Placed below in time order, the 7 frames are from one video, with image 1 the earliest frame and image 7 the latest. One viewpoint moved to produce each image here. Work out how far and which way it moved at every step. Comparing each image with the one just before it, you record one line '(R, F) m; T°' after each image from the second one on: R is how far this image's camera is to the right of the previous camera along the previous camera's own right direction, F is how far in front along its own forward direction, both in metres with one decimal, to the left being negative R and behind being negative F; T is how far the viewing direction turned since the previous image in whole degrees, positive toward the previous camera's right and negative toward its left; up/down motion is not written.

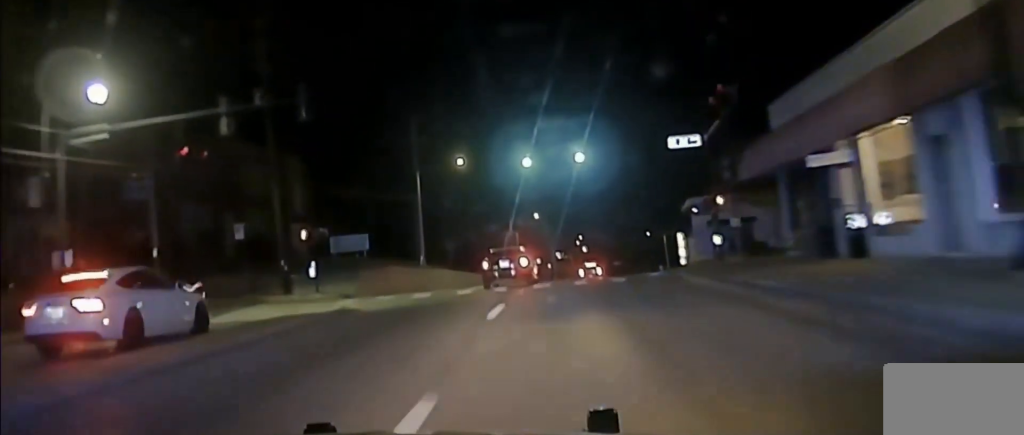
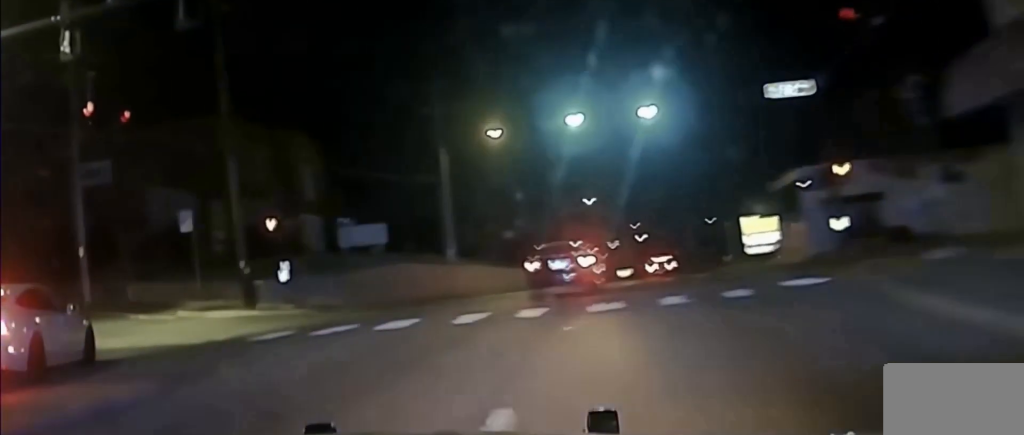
(+0.1, +15.4) m; -1°
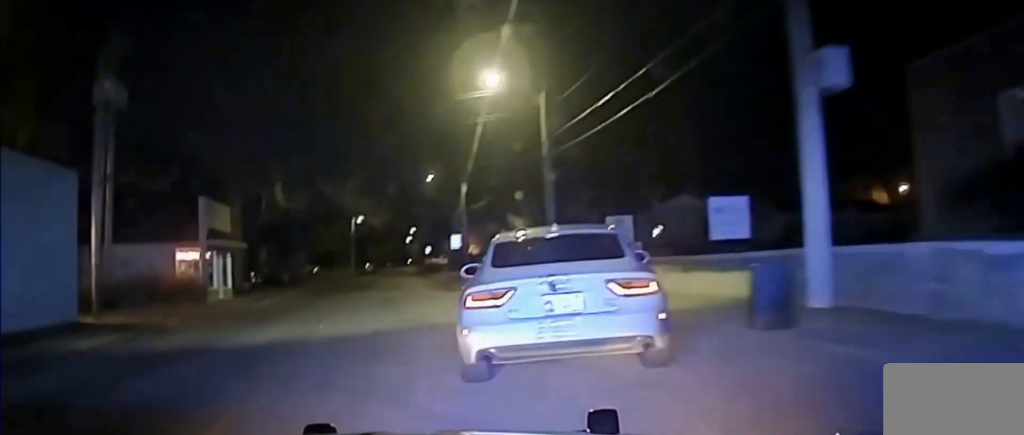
(-20.5, +31.8) m; -69°
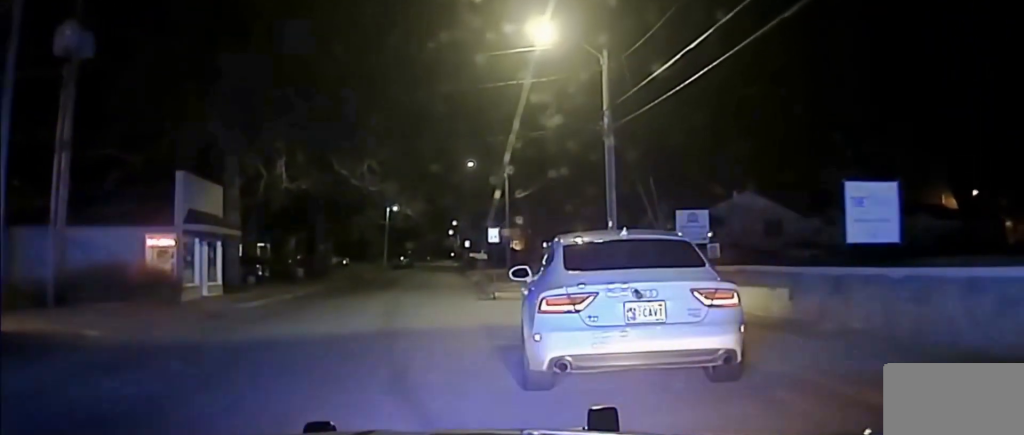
(-1.1, +8.1) m; -15°
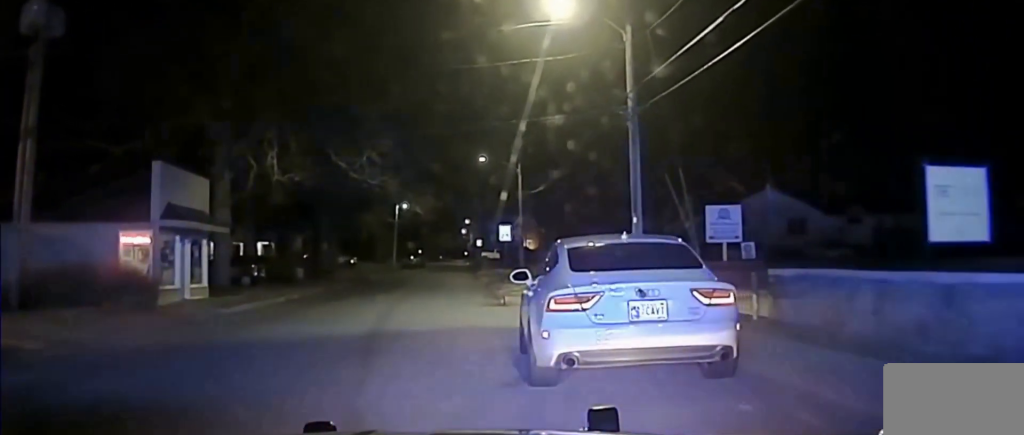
(-0.6, +3.9) m; -5°
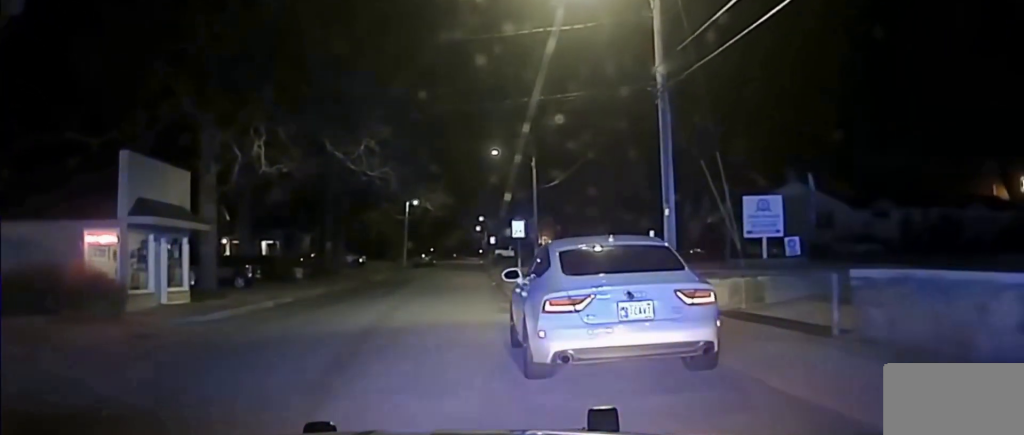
(-0.2, +3.8) m; -4°
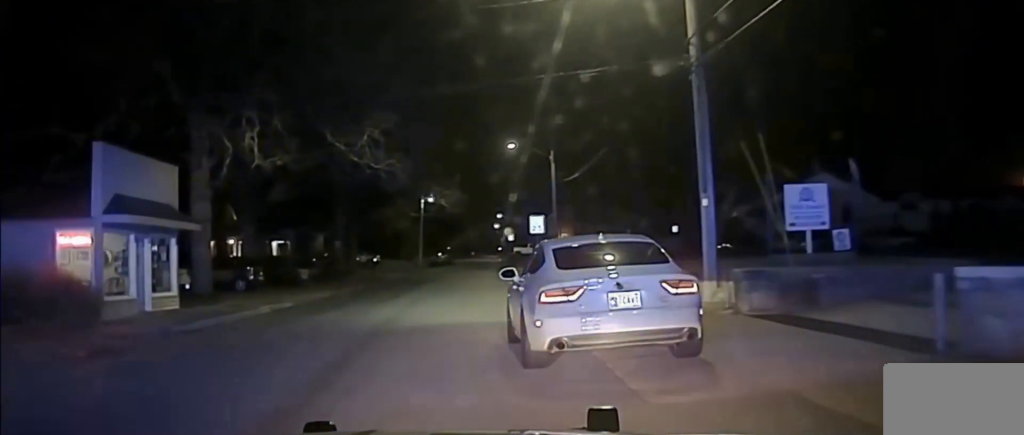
(0.0, +2.5) m; 0°
